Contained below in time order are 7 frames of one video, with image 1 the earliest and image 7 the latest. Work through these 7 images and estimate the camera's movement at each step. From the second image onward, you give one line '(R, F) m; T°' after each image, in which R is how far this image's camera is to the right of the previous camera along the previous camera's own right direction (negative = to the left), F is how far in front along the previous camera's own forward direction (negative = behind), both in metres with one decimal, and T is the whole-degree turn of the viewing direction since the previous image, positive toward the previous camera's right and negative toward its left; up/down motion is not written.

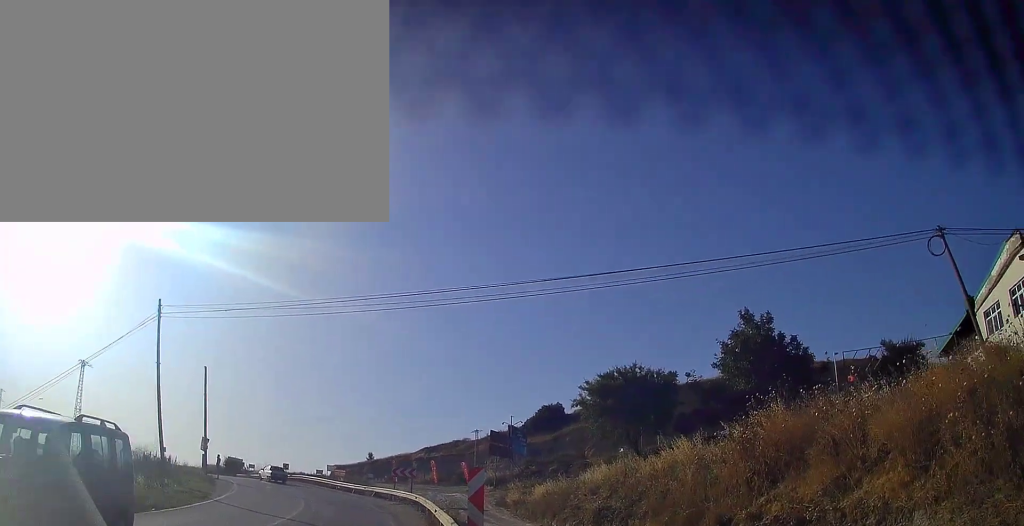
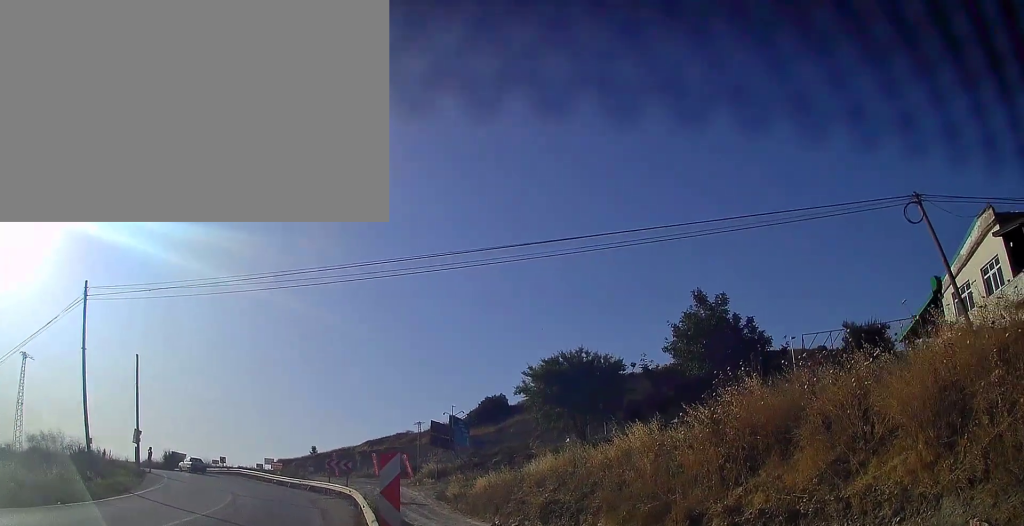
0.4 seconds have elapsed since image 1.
(-0.1, +2.1) m; +3°
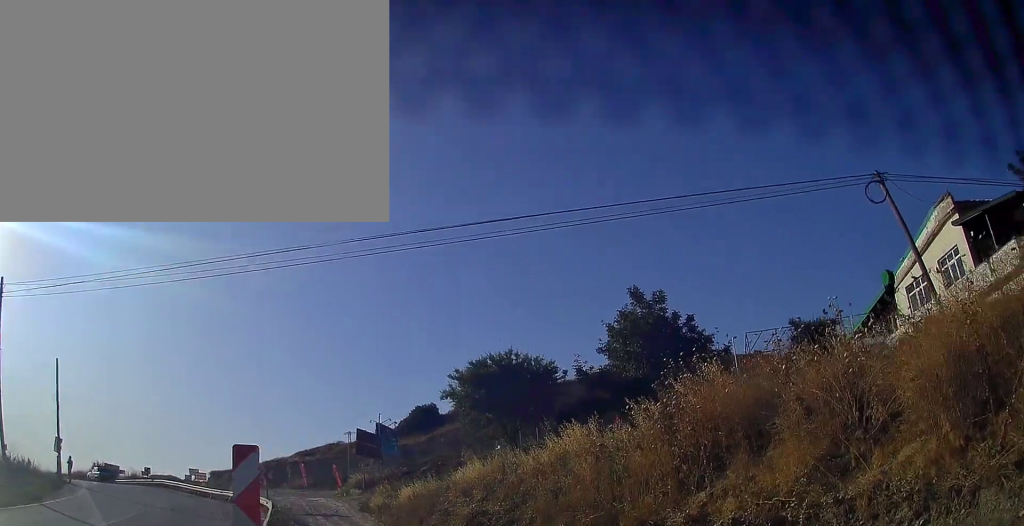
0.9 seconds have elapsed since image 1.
(+0.2, +1.7) m; +3°
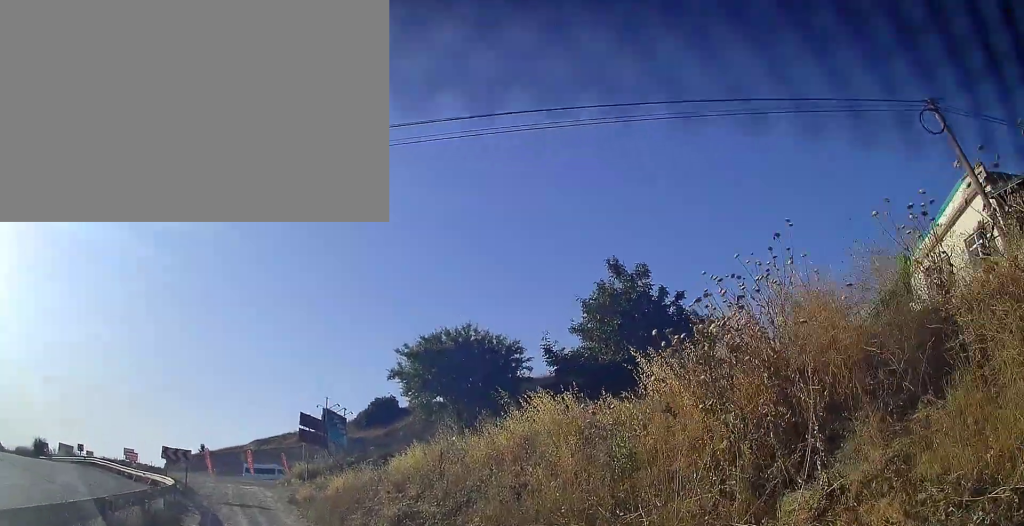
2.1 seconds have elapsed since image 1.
(+0.3, +4.5) m; -2°
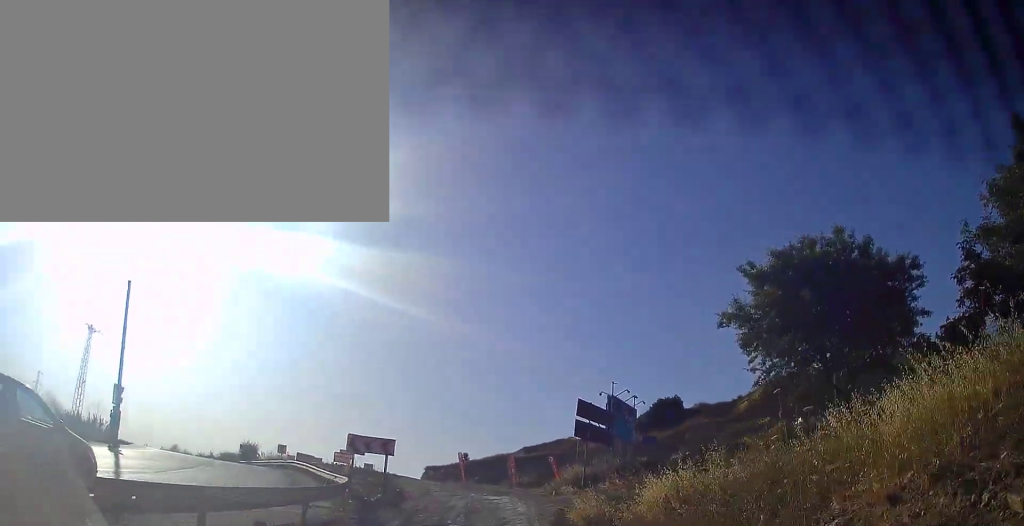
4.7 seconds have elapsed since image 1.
(-2.1, +10.8) m; -16°
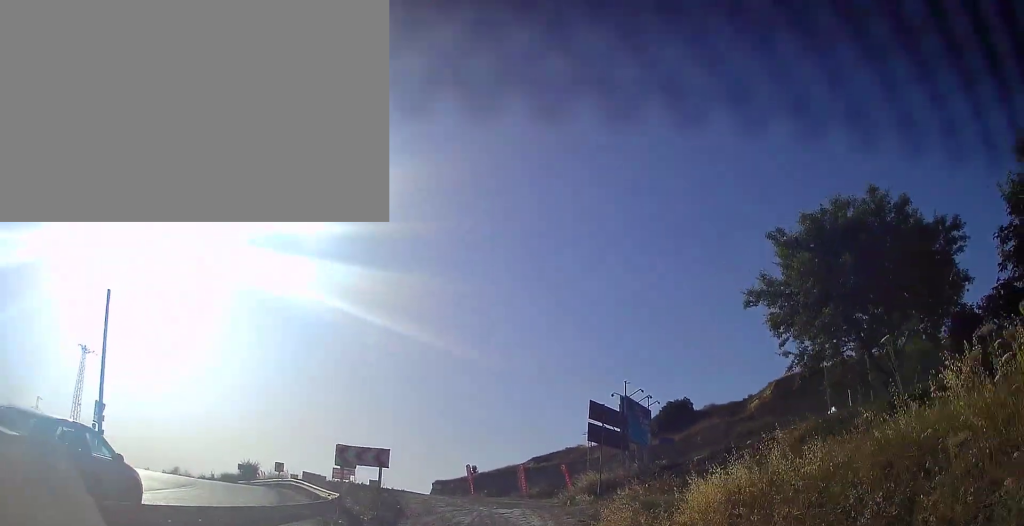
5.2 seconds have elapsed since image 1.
(0.0, +2.1) m; 0°
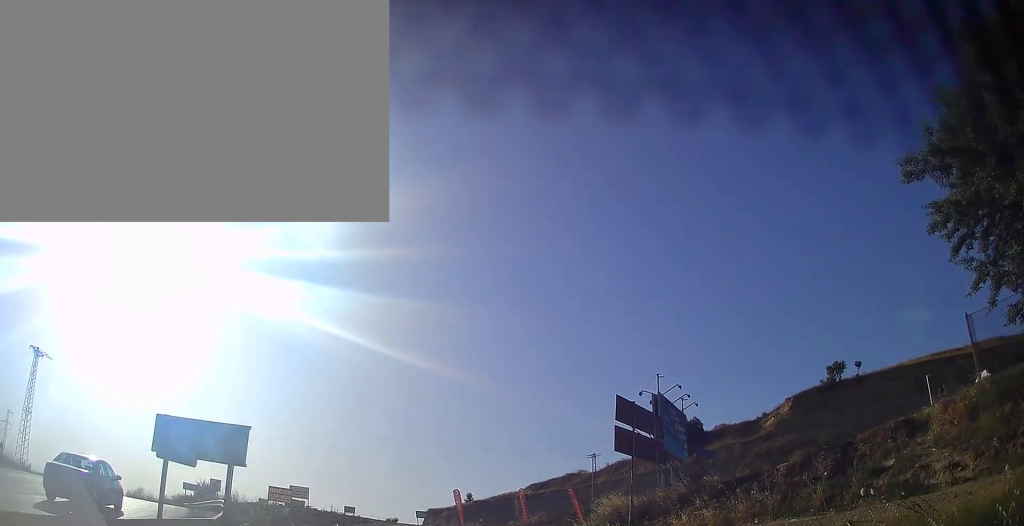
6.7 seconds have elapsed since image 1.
(-0.2, +8.4) m; -2°
